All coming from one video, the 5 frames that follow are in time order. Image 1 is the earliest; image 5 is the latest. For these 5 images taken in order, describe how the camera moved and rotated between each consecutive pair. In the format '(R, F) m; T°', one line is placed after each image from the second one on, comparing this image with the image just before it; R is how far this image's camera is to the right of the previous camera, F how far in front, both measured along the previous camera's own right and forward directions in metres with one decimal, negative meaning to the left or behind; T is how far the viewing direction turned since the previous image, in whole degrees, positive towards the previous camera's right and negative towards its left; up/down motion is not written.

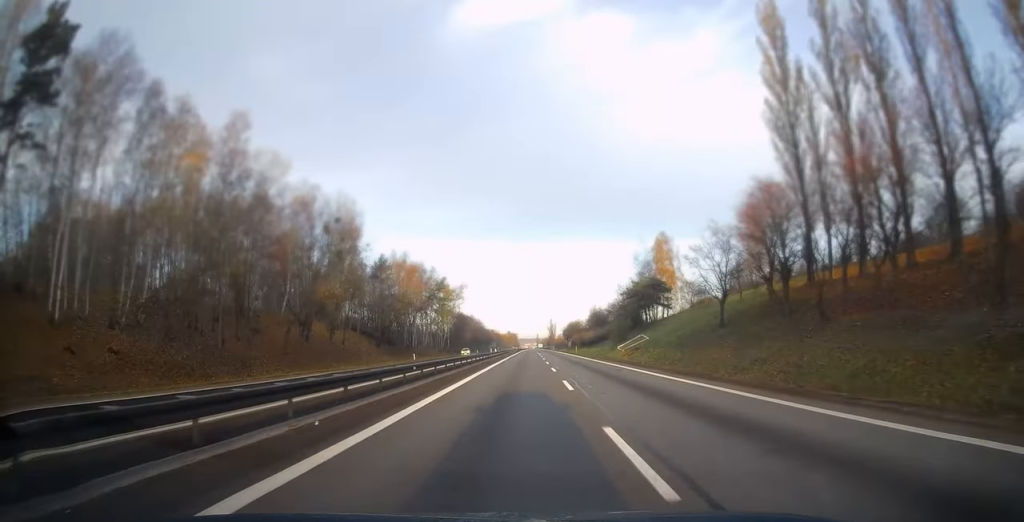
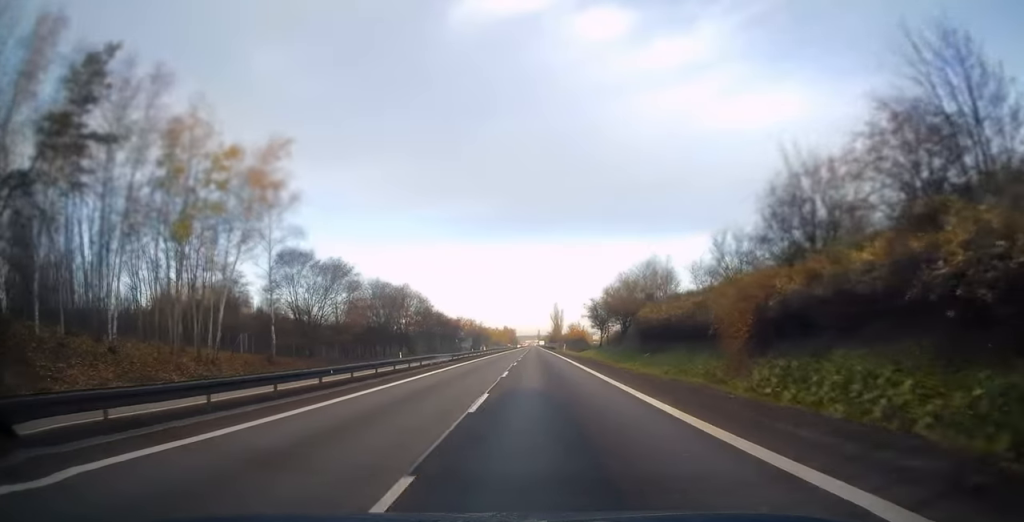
(+0.9, +100.1) m; 0°
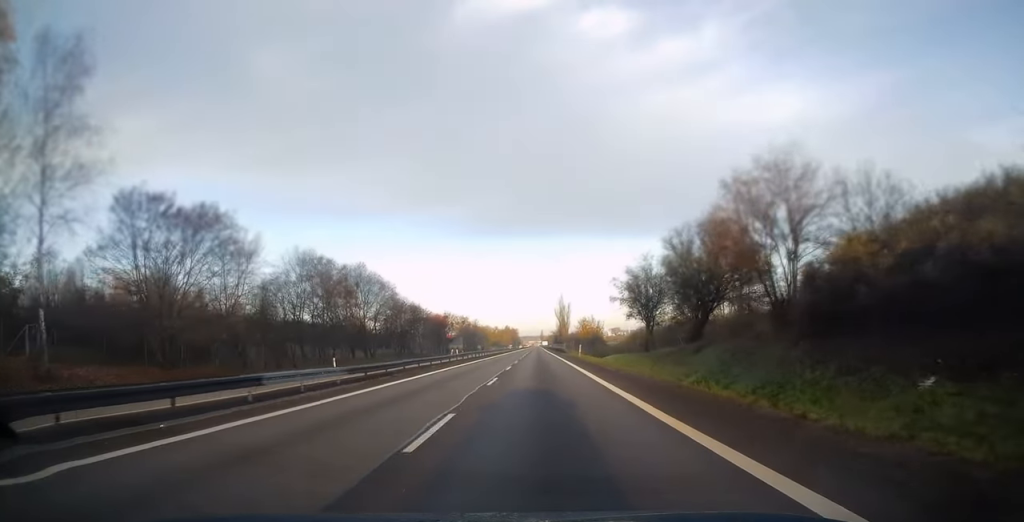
(-0.1, +29.1) m; -1°
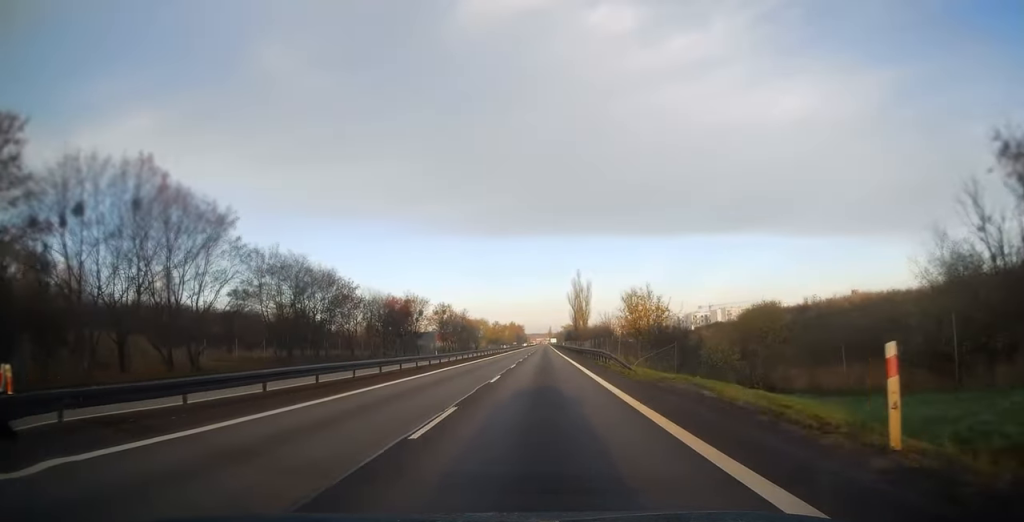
(-0.2, +48.5) m; 0°
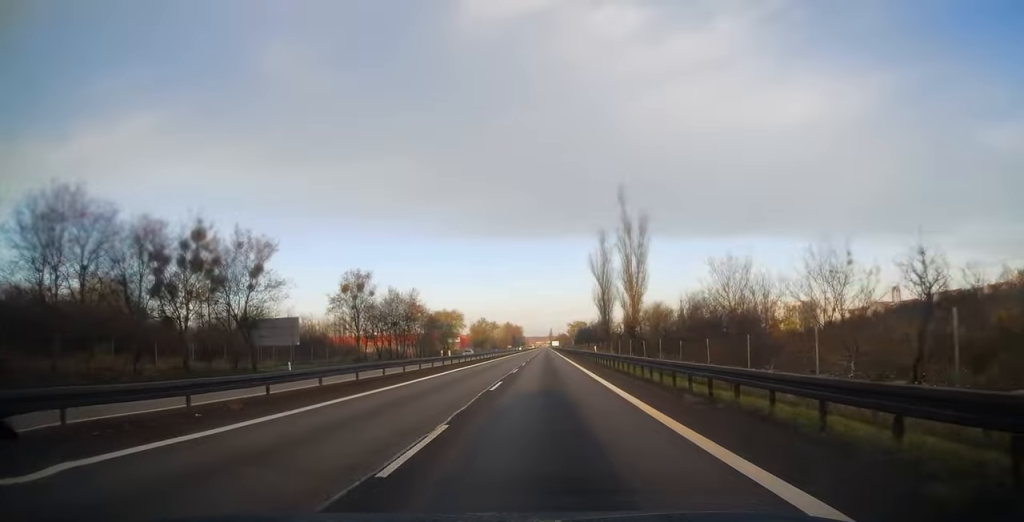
(-0.6, +64.4) m; -1°
